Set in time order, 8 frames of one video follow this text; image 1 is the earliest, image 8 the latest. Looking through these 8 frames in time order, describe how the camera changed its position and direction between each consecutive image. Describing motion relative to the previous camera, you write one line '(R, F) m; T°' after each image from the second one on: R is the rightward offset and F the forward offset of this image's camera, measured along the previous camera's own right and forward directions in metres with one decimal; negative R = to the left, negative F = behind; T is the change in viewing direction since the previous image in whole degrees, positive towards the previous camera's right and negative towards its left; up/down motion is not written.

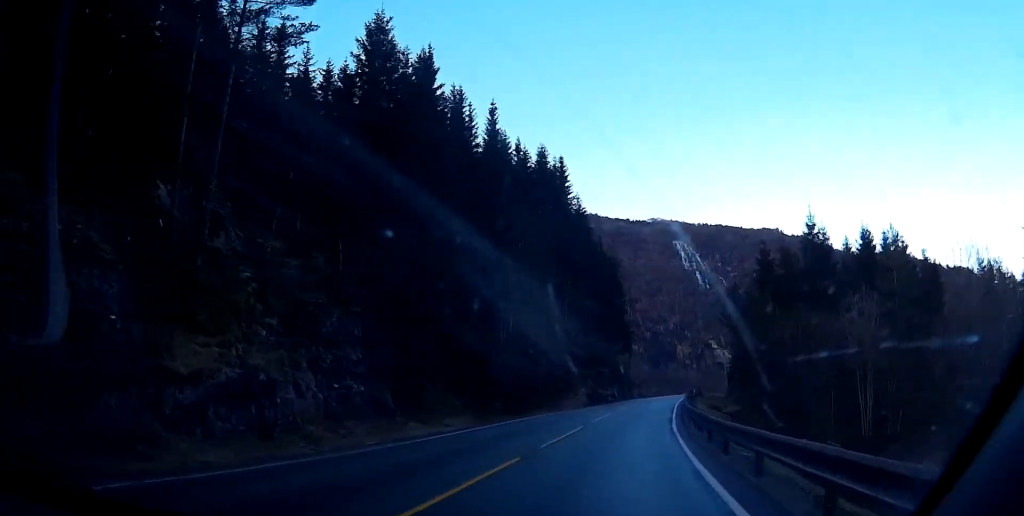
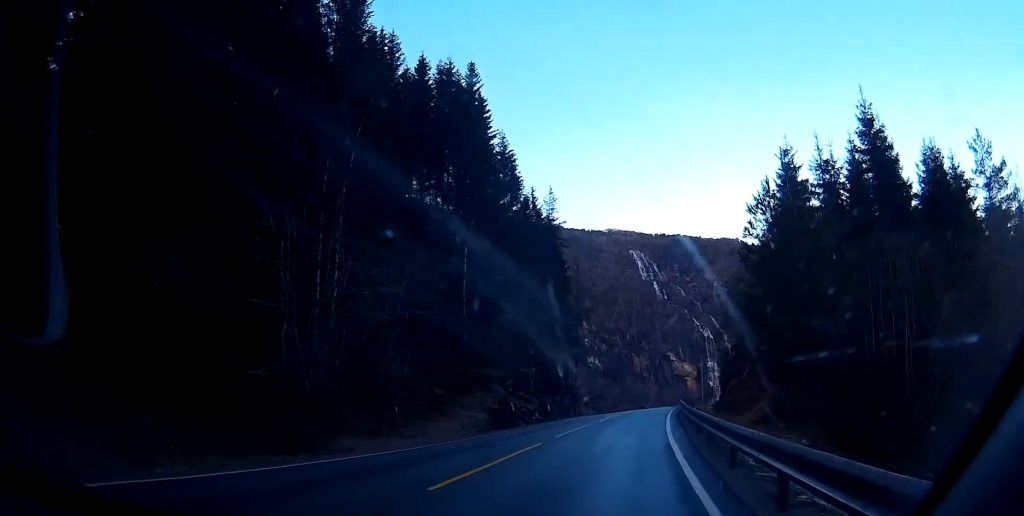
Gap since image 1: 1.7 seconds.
(+0.1, +32.1) m; +3°
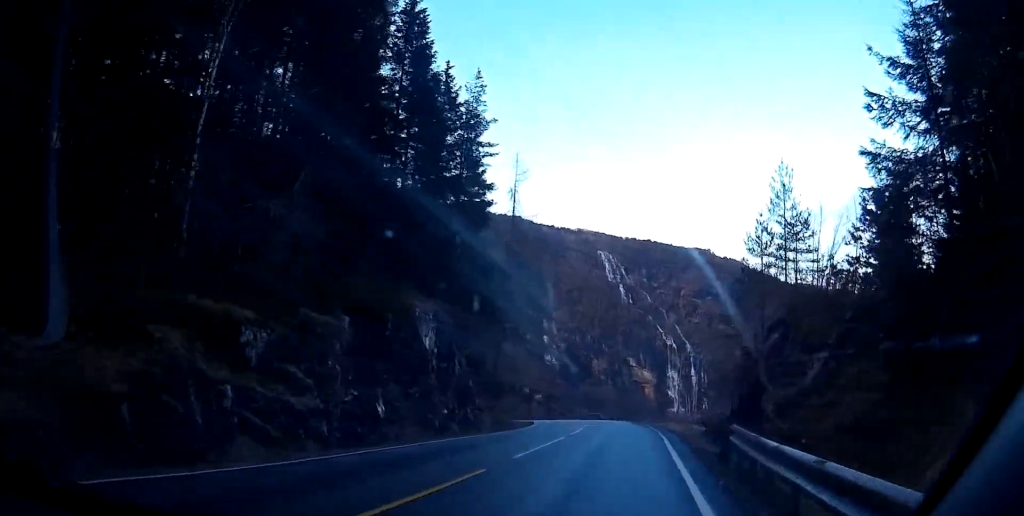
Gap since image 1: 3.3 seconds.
(+1.5, +30.8) m; +5°
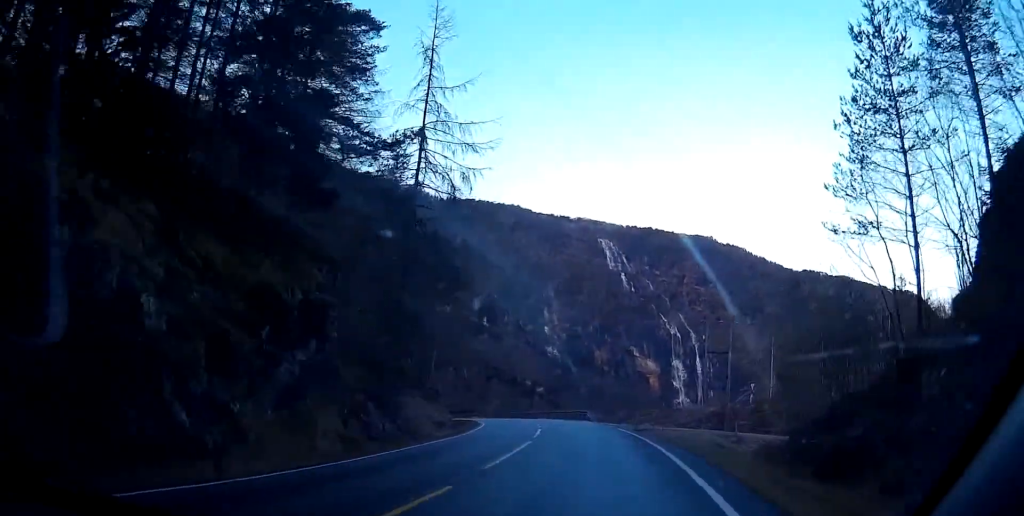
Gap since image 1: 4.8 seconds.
(+0.9, +26.0) m; +2°
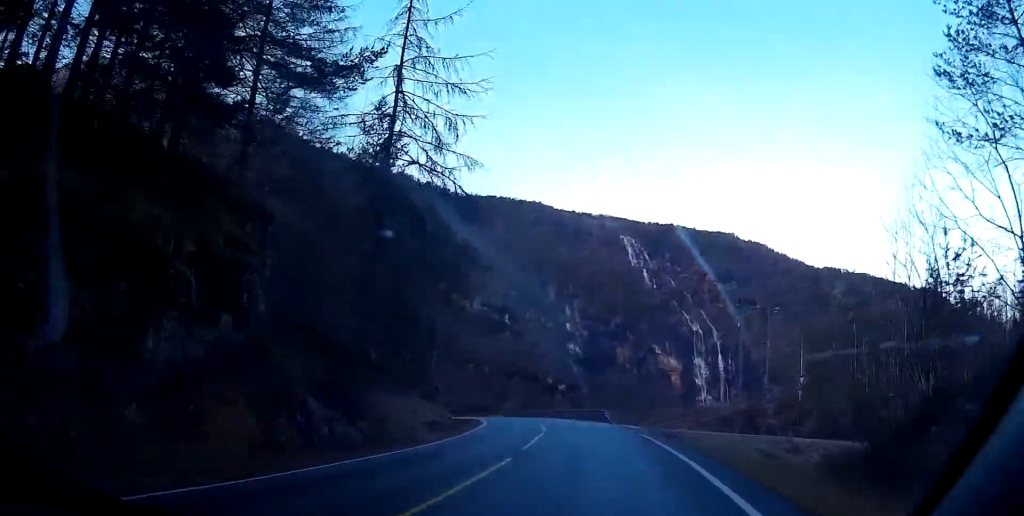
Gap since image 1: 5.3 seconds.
(0.0, +7.5) m; 0°
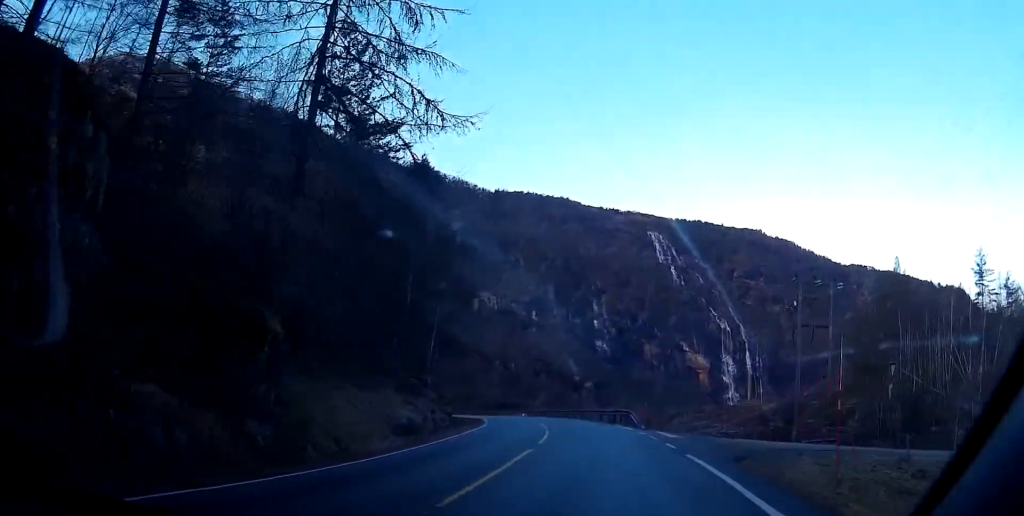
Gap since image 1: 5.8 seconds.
(0.0, +9.8) m; 0°
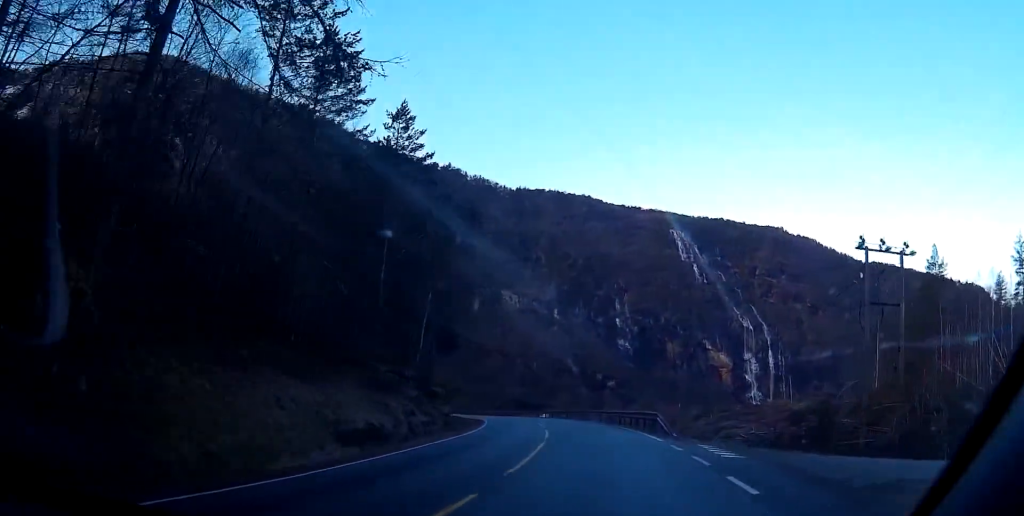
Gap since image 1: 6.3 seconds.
(0.0, +8.7) m; 0°
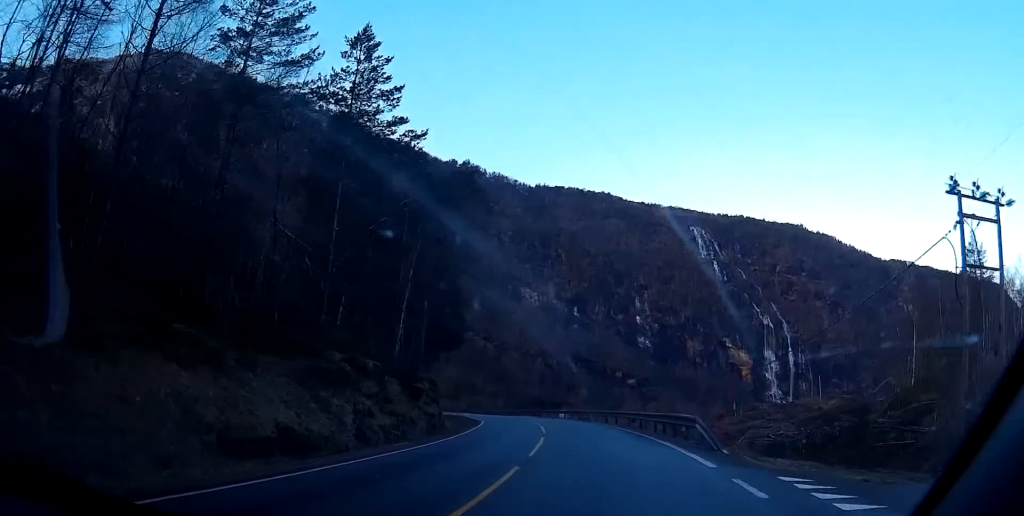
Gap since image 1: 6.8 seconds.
(0.0, +8.6) m; -1°
